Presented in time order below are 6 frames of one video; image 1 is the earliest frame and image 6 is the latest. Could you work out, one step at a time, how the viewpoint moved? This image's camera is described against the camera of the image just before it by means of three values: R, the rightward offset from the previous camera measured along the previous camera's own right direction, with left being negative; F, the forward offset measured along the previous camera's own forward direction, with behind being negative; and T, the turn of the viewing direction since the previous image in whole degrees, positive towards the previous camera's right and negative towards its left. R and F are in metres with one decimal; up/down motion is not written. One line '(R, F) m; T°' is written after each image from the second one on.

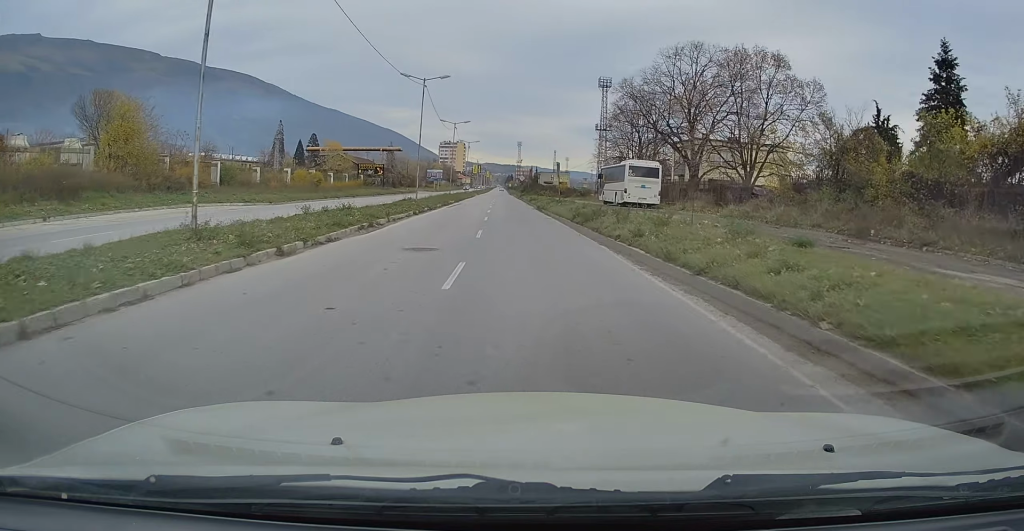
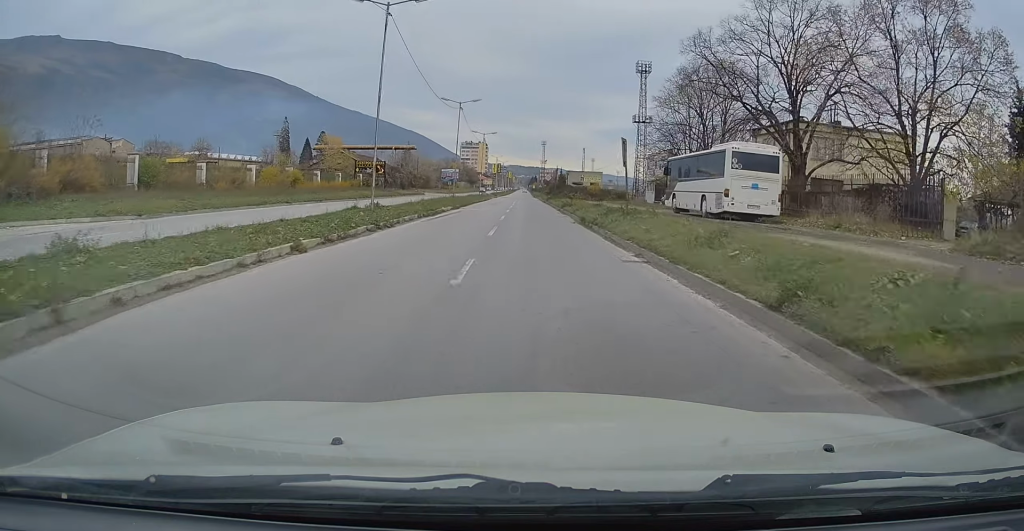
(-0.6, +17.7) m; -2°
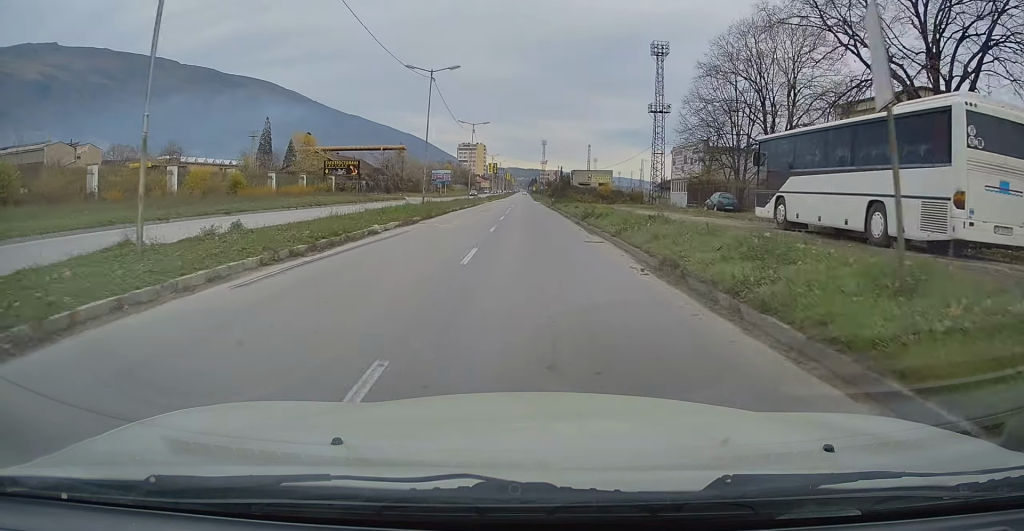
(0.0, +15.3) m; 0°
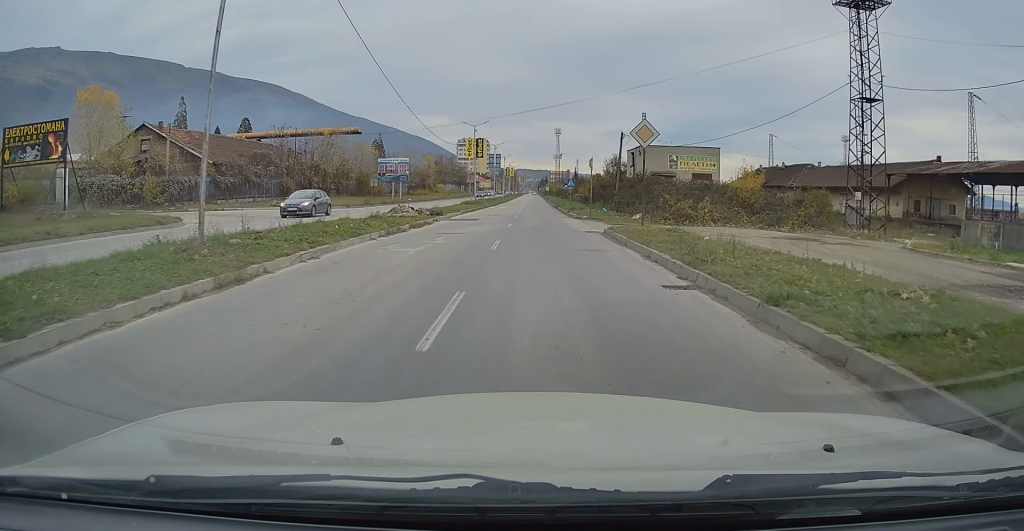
(0.0, +58.4) m; 0°
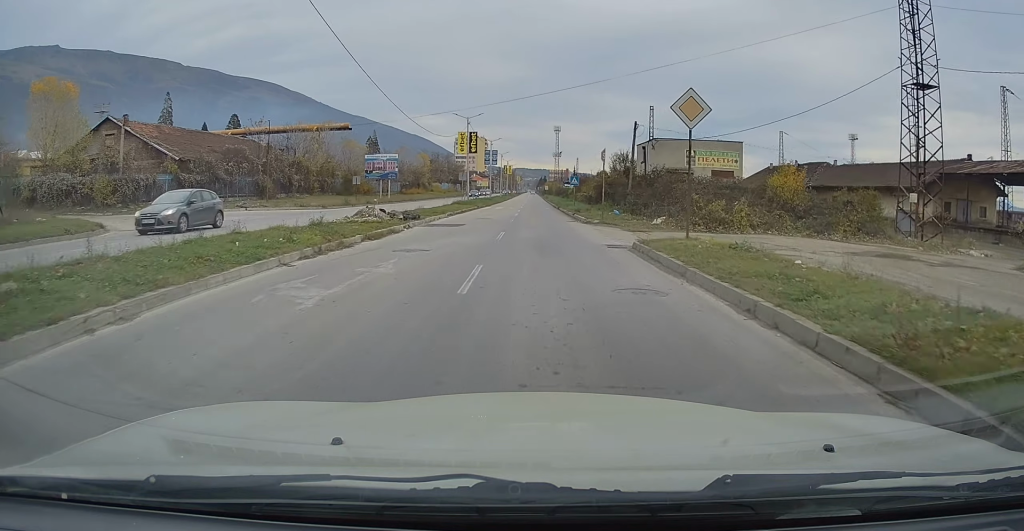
(0.0, +6.1) m; -1°
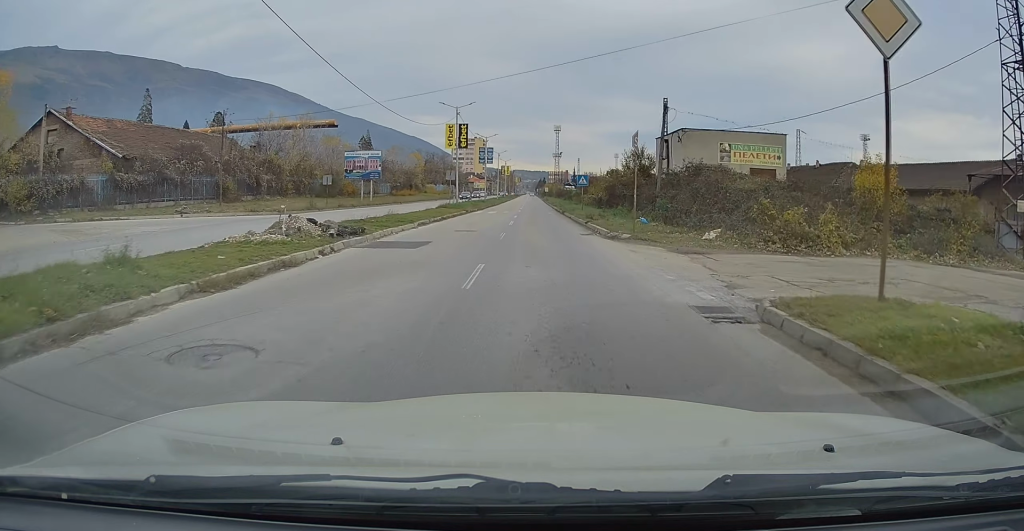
(+0.1, +8.4) m; -1°
